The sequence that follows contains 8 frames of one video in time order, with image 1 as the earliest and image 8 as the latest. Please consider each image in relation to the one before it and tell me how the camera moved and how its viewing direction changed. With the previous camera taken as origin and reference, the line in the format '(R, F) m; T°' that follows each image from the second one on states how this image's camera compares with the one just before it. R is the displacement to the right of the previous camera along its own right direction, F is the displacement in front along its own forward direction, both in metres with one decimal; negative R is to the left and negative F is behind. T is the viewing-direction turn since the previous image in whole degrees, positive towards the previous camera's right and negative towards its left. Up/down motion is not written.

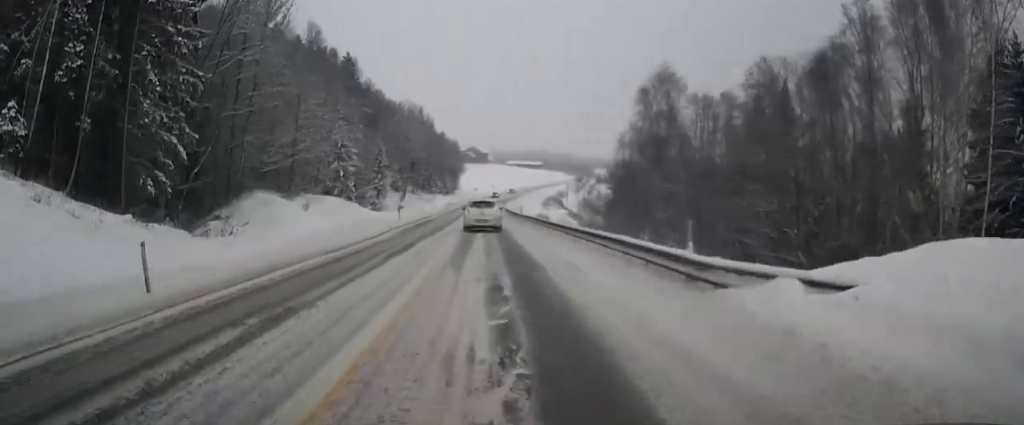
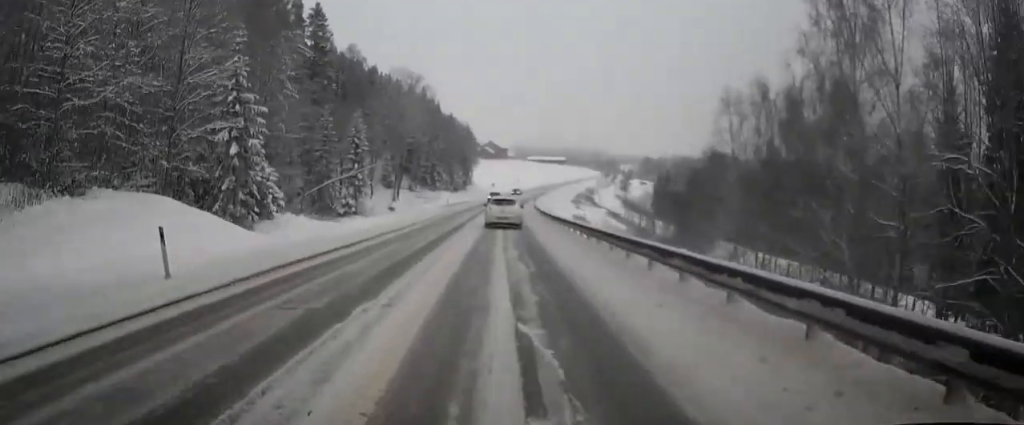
(-1.5, +30.7) m; -4°
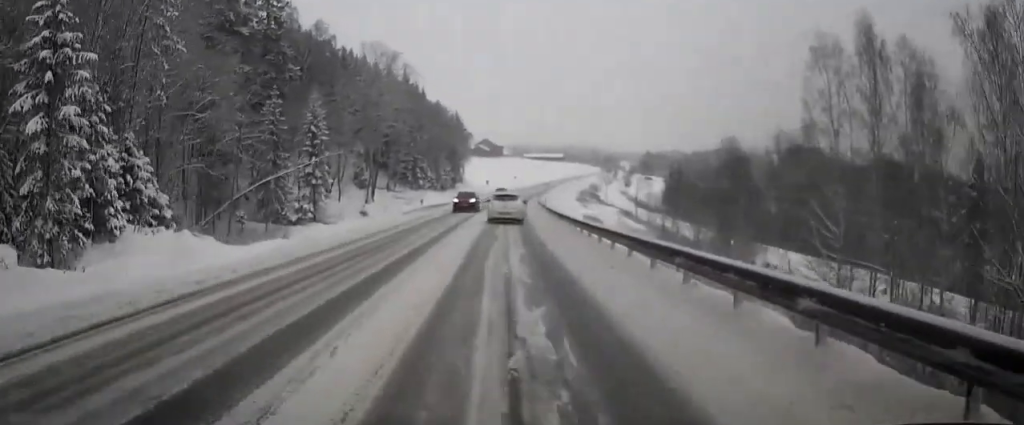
(0.0, +16.0) m; 0°
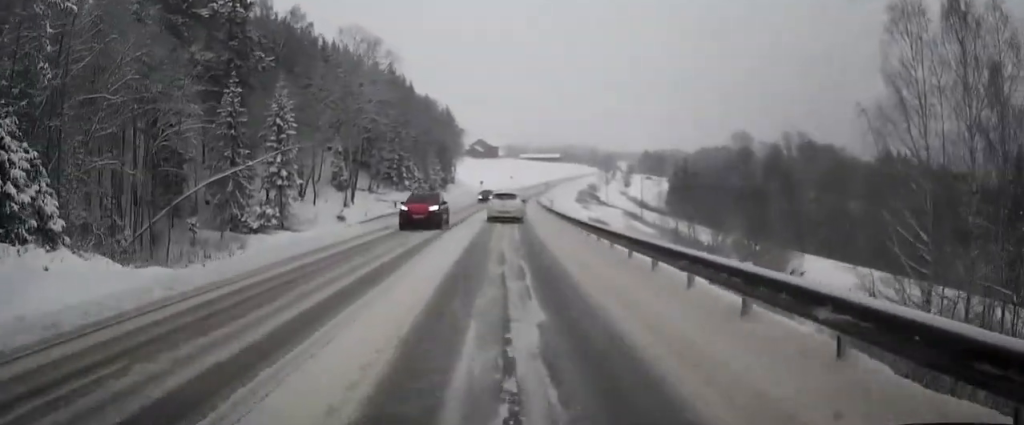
(0.0, +8.4) m; 0°
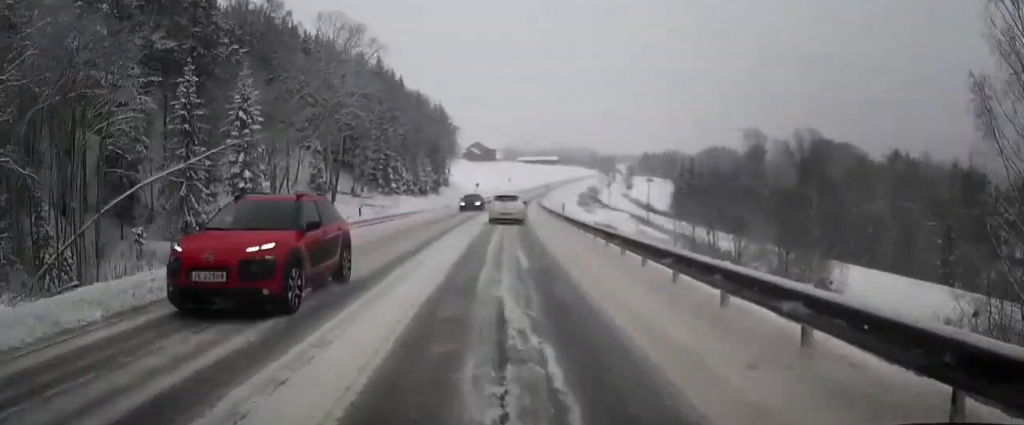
(+0.1, +7.4) m; 0°
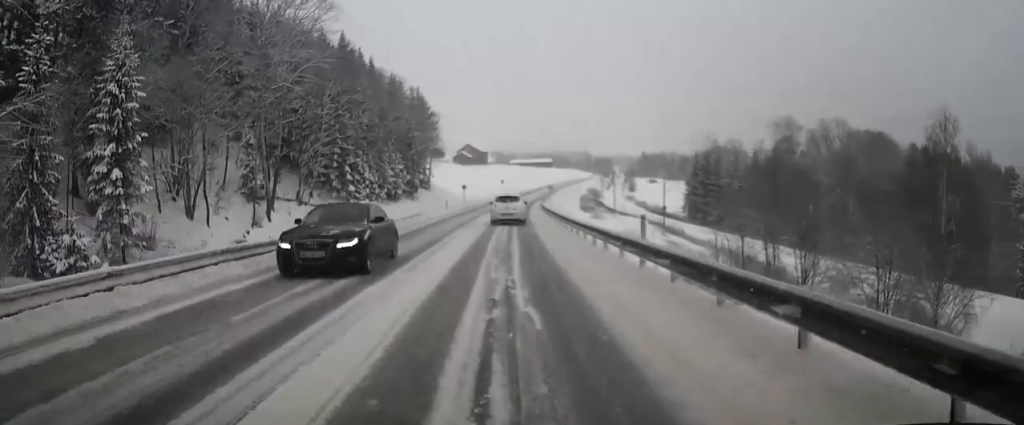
(+0.1, +16.1) m; +1°
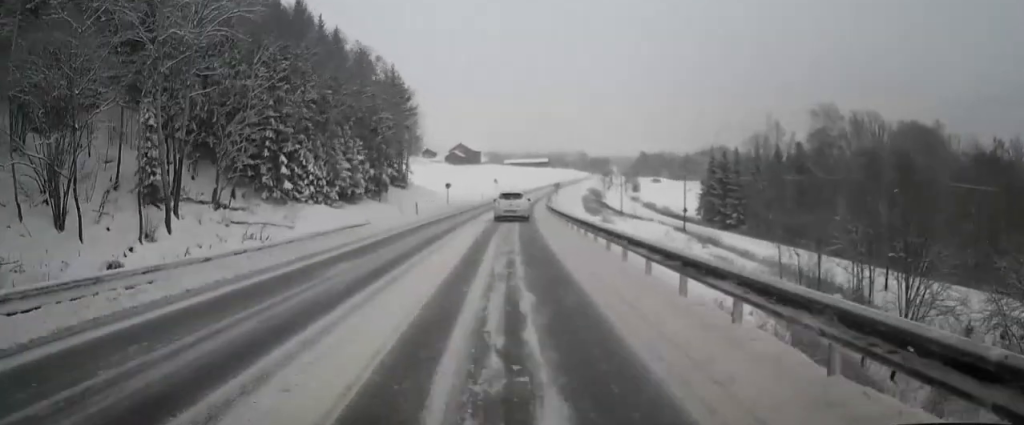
(+0.1, +14.7) m; +1°
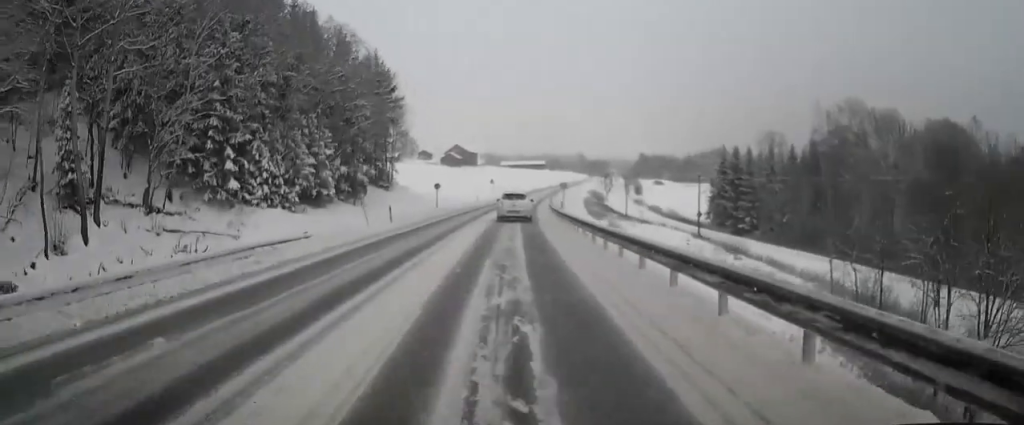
(0.0, +7.6) m; 0°
